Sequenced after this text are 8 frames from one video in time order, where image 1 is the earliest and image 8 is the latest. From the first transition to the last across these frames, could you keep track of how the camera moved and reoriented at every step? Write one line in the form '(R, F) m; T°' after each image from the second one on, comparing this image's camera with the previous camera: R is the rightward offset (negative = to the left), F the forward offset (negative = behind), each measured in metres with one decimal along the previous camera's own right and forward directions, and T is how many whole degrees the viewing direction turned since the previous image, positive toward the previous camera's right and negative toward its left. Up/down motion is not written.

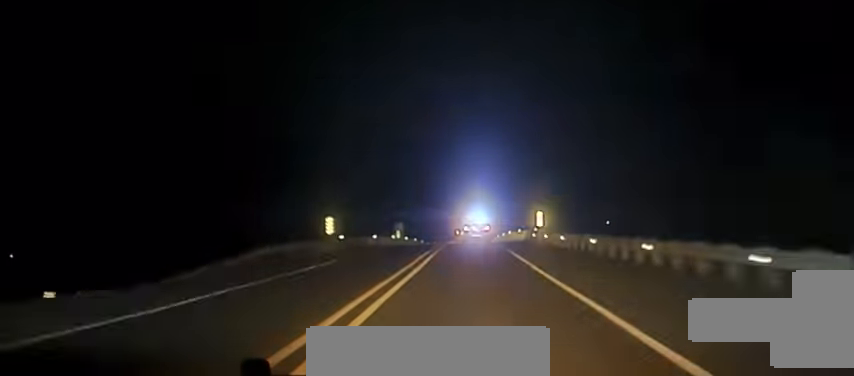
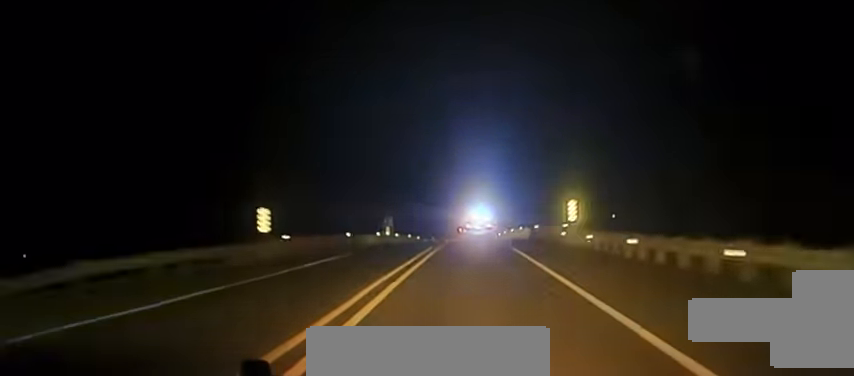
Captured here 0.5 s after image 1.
(0.0, +15.2) m; 0°
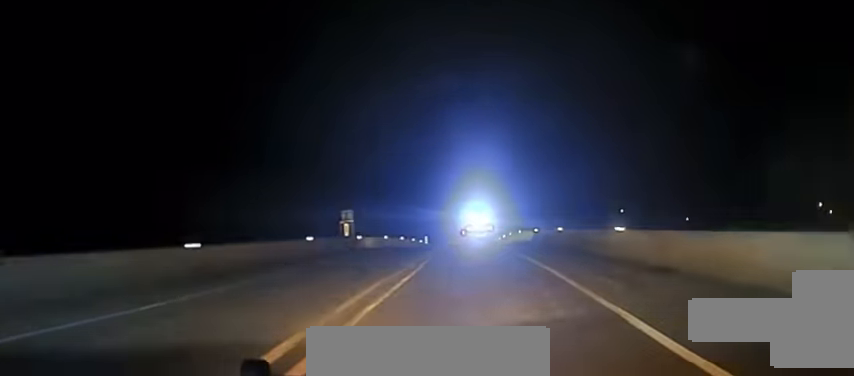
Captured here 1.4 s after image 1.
(0.0, +28.3) m; 0°
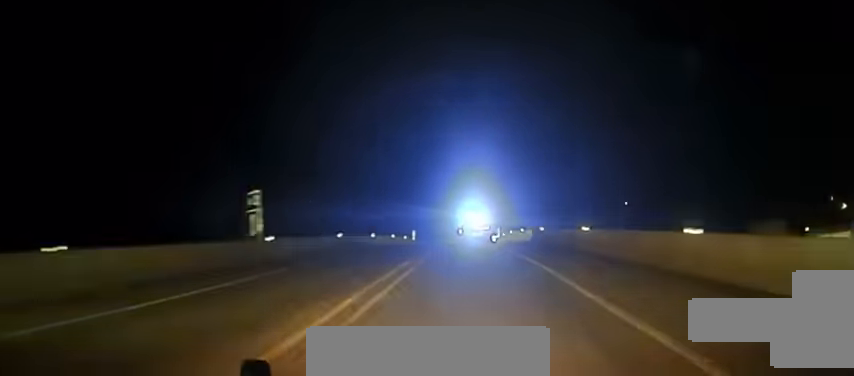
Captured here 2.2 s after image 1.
(0.0, +24.3) m; 0°
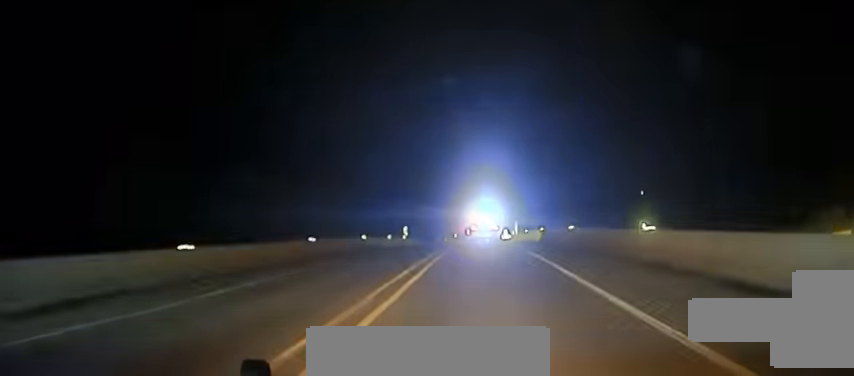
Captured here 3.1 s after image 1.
(0.0, +28.9) m; 0°
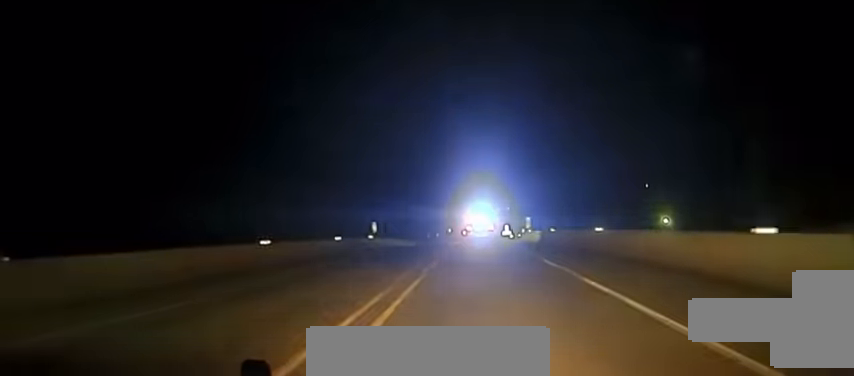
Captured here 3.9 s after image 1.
(0.0, +27.1) m; 0°
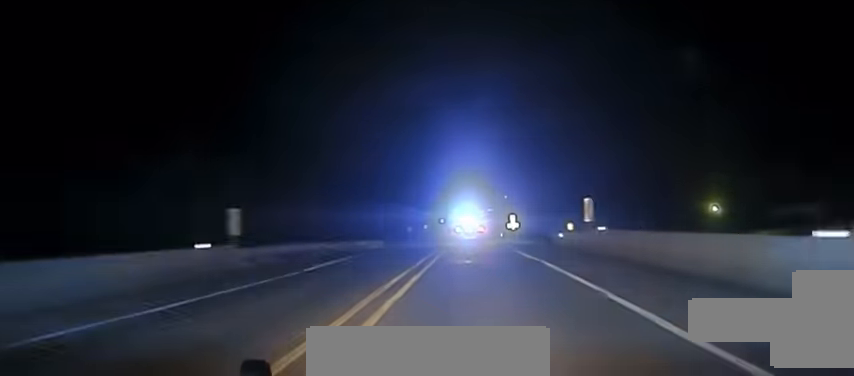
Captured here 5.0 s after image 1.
(+0.2, +37.8) m; 0°
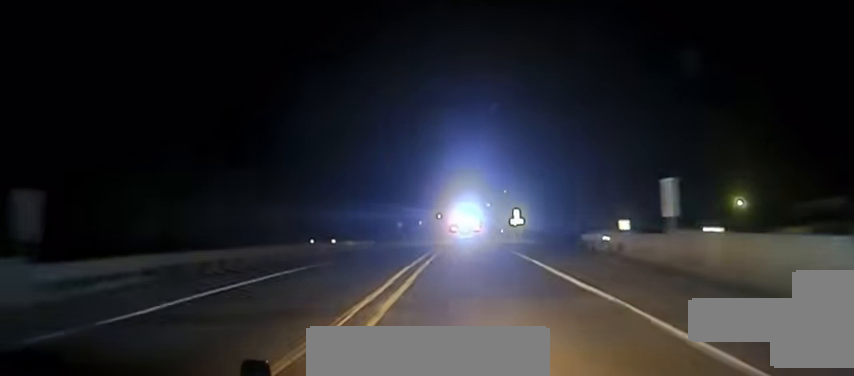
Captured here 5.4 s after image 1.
(0.0, +11.9) m; 0°
